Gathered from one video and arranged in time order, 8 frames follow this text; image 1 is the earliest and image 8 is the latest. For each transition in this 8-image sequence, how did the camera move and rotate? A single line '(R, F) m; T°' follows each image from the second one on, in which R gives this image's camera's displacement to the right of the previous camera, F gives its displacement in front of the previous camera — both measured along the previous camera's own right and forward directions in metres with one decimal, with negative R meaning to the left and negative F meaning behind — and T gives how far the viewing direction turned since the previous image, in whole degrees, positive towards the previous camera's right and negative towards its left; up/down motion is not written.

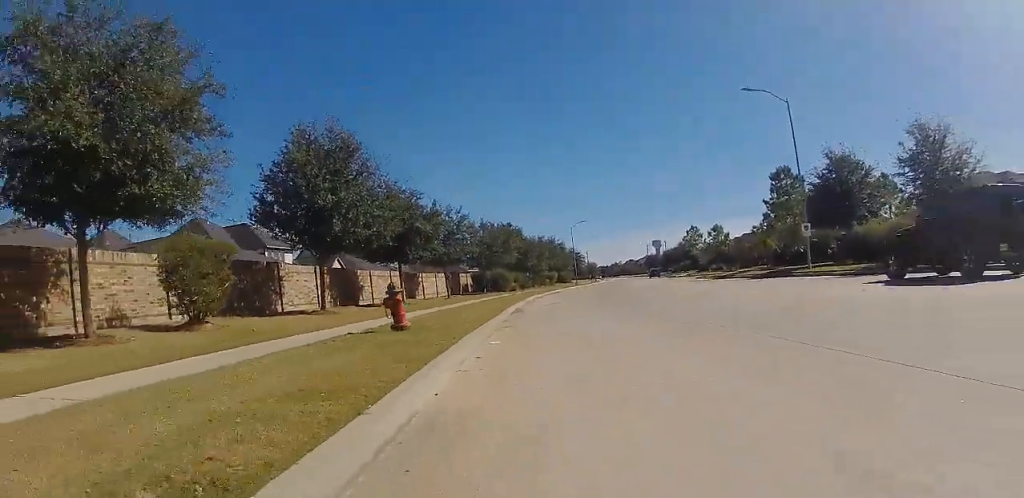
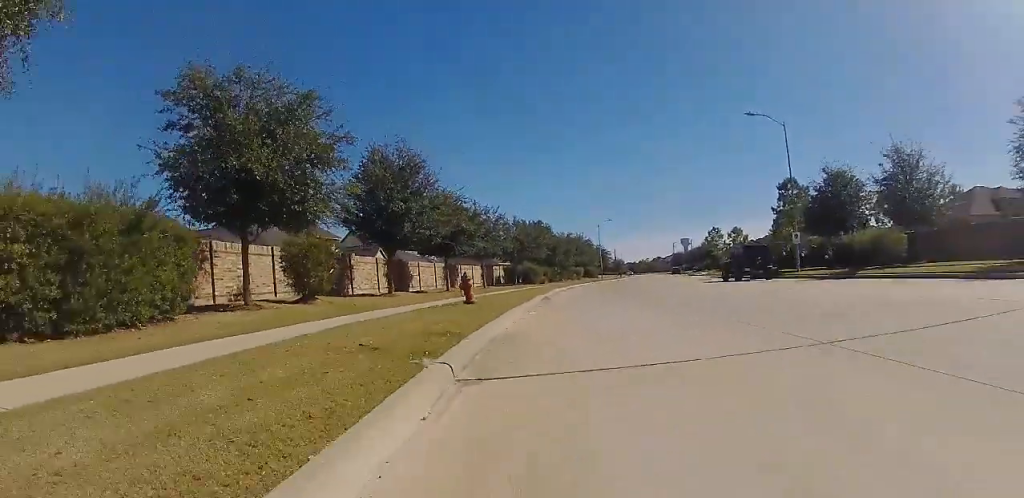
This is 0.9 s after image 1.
(0.0, +4.9) m; 0°
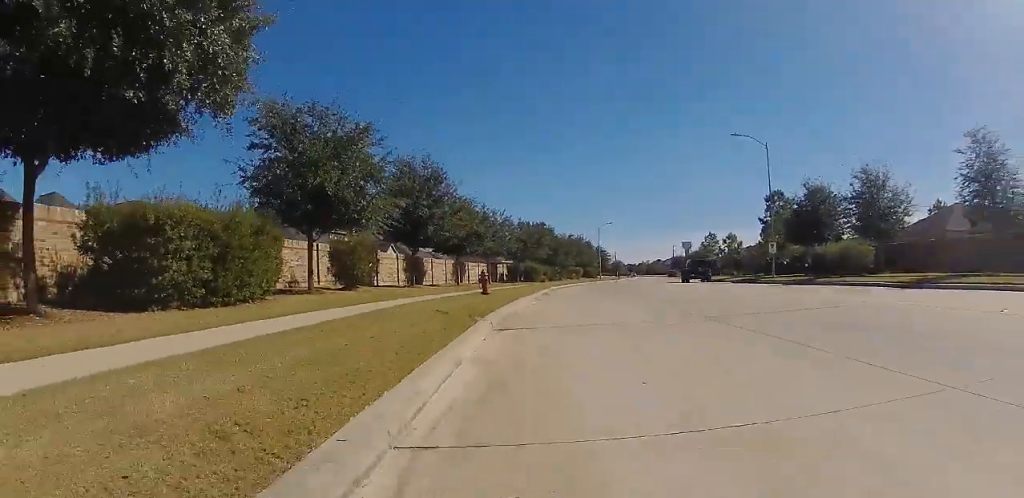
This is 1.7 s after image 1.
(0.0, +4.0) m; +1°
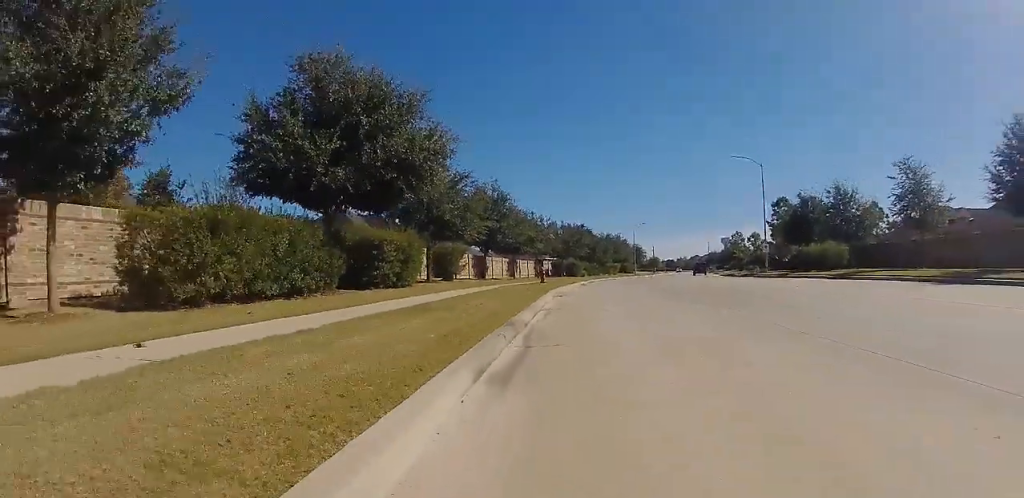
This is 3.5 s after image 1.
(0.0, +9.4) m; 0°
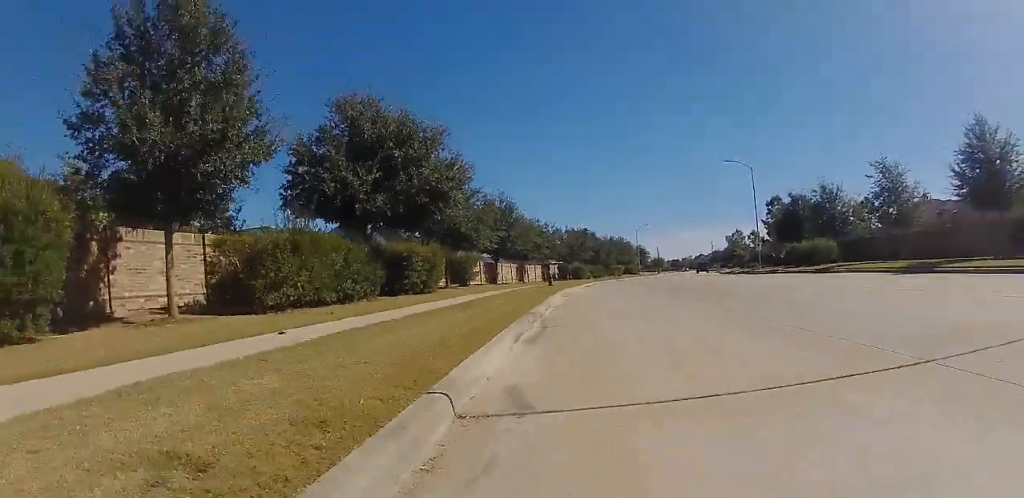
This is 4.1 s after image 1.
(0.0, +2.9) m; 0°
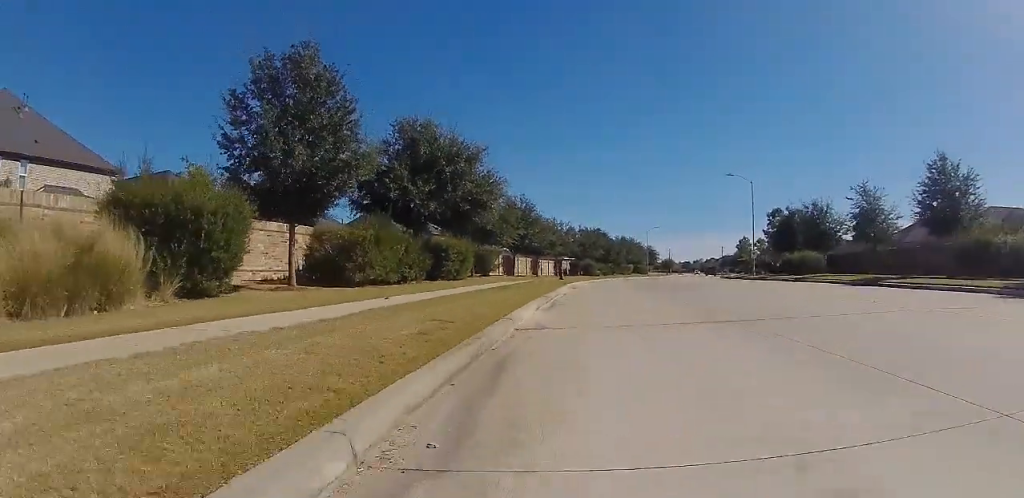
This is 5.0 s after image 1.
(0.0, +4.8) m; 0°
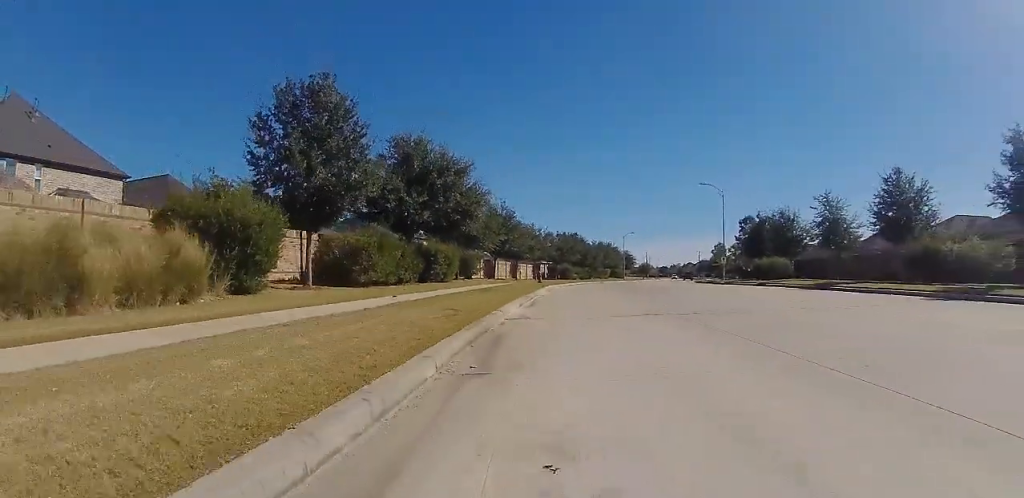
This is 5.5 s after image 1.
(0.0, +2.6) m; 0°
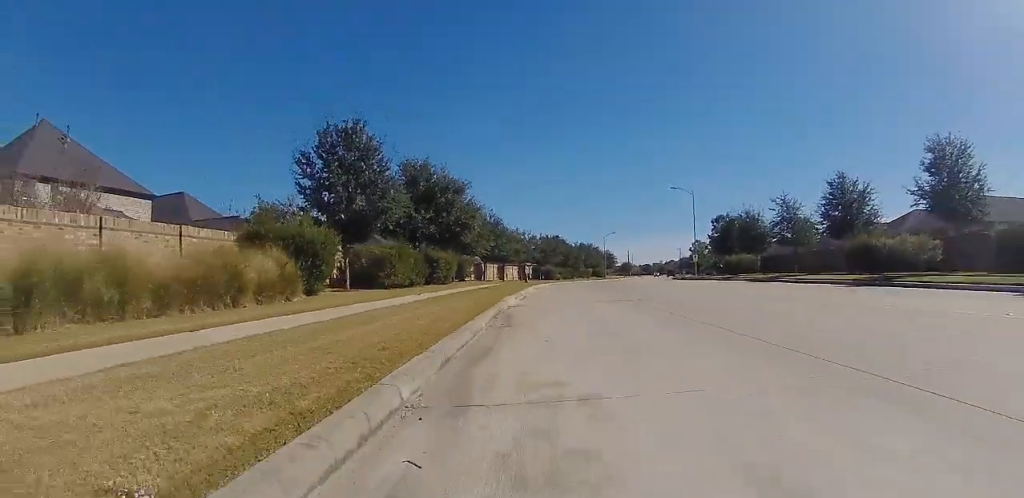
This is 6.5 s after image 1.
(0.0, +4.7) m; 0°
